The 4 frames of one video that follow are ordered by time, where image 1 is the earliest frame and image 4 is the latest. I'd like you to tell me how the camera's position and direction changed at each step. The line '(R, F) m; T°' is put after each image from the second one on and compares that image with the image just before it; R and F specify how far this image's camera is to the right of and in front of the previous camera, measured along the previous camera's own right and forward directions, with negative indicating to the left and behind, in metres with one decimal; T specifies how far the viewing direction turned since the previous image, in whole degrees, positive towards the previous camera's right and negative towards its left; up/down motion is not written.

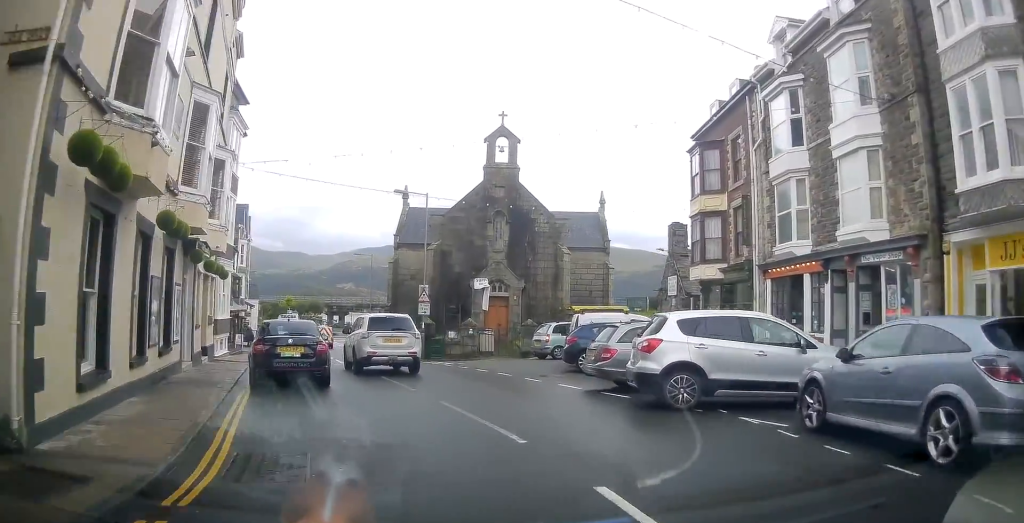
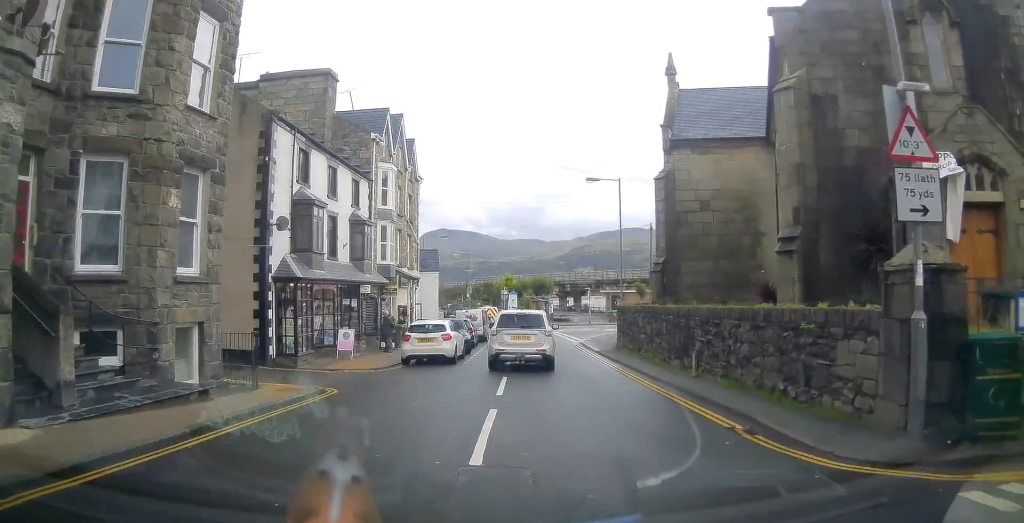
(-5.3, +23.0) m; -16°
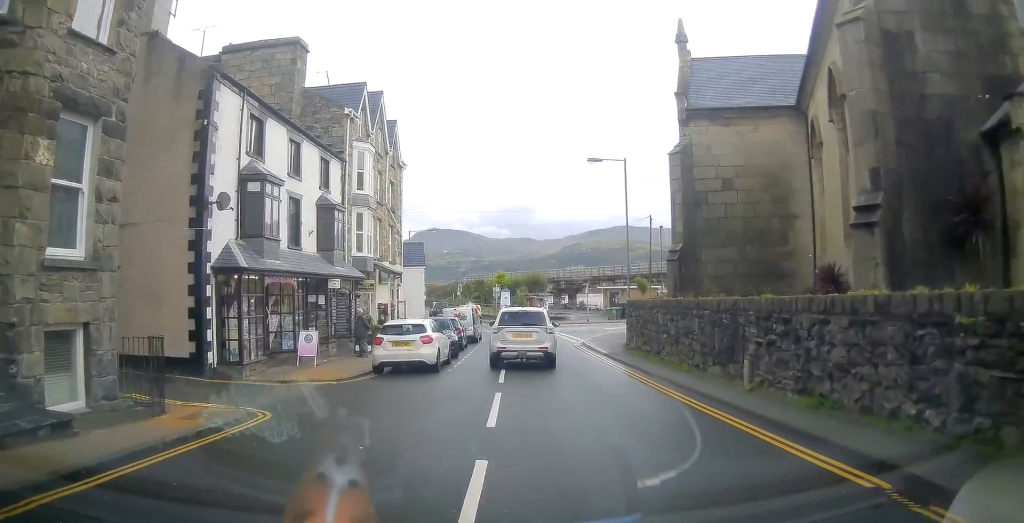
(+0.4, +3.4) m; +1°
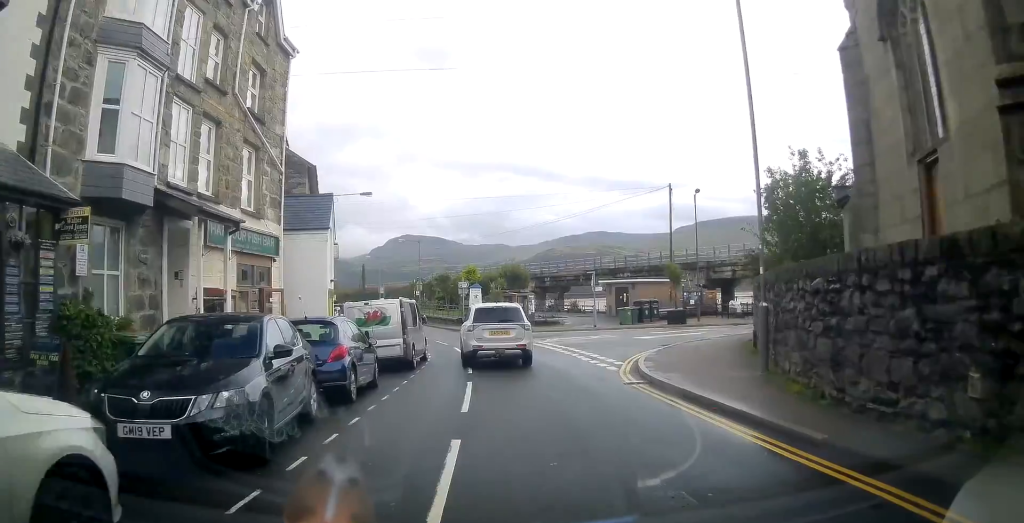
(-0.8, +16.5) m; -7°
